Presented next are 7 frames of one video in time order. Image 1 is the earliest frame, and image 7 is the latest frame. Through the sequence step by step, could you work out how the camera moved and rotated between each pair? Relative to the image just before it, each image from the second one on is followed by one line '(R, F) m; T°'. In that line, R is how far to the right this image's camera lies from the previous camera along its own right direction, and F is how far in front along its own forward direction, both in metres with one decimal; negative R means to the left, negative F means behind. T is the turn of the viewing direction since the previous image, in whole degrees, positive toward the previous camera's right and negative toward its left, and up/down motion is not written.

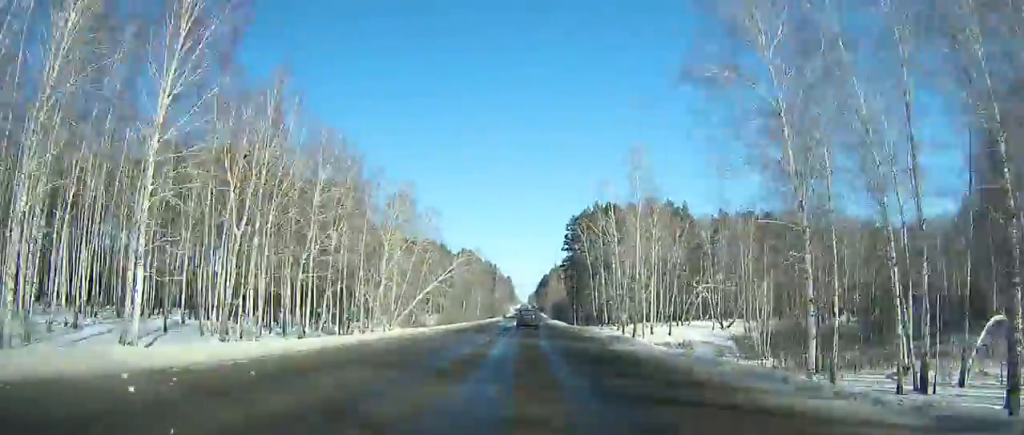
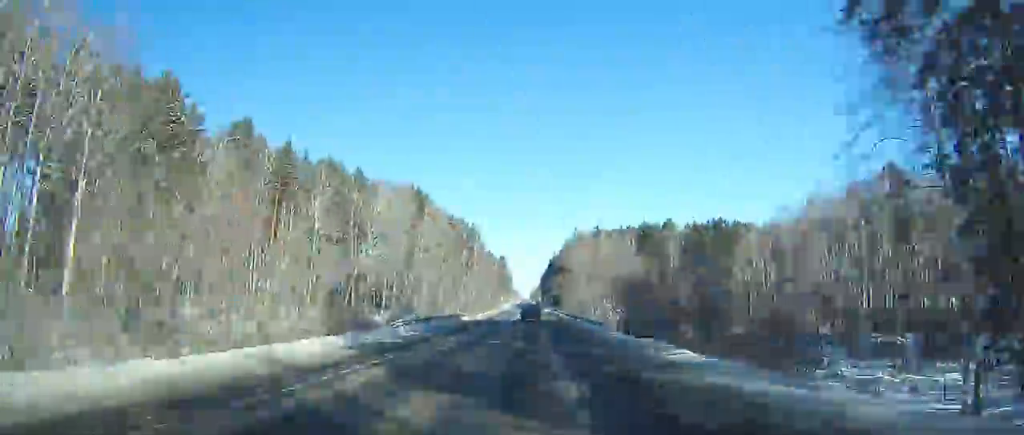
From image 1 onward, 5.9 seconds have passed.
(+0.7, +123.0) m; -2°
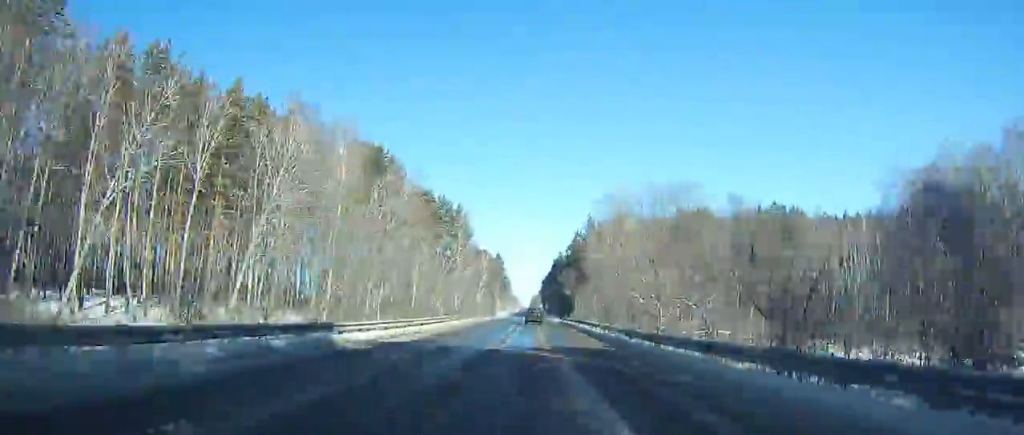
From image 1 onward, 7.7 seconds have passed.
(-1.9, +37.1) m; +5°
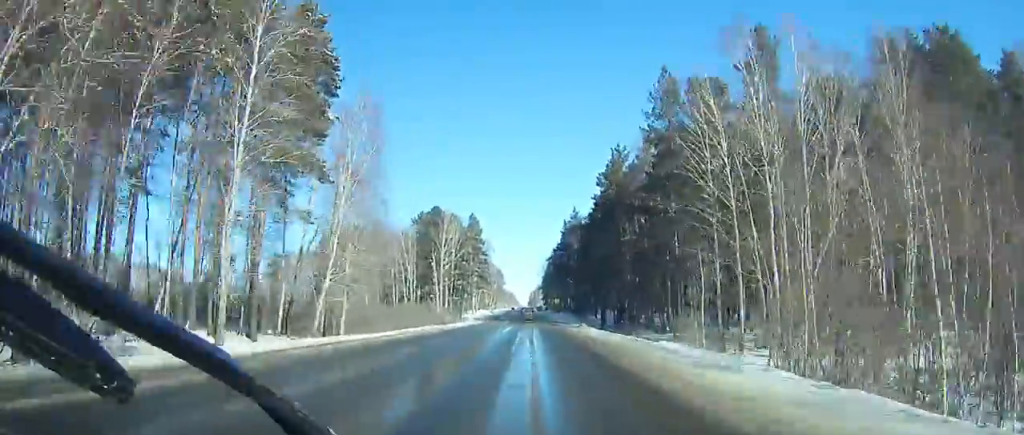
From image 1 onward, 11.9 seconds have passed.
(+13.9, +85.9) m; +2°
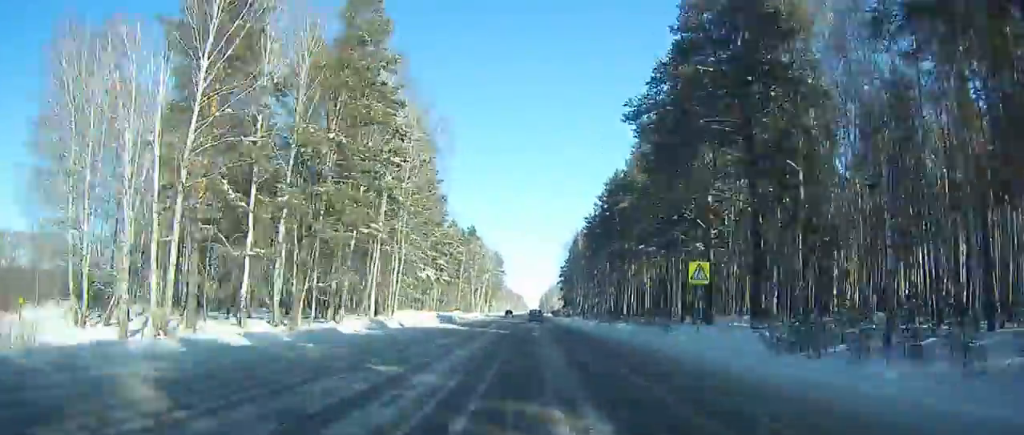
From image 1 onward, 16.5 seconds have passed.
(-19.8, +102.9) m; -7°
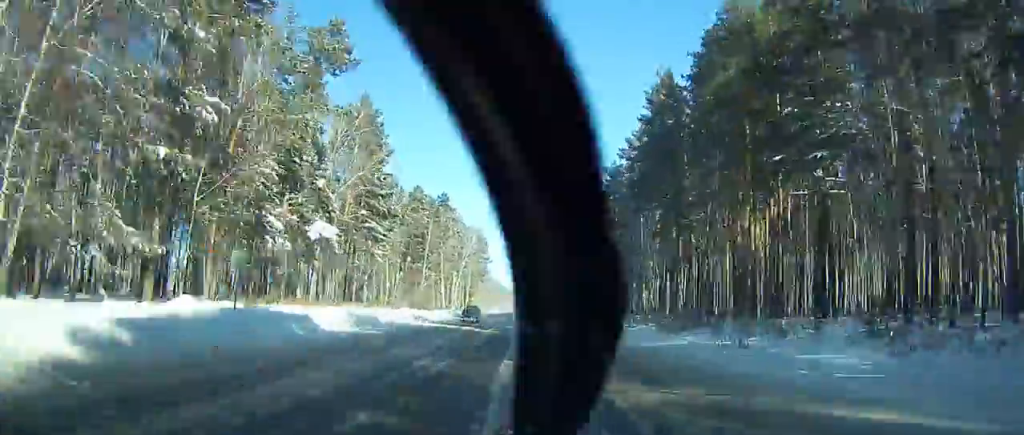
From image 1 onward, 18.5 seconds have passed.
(+1.7, +45.2) m; +3°
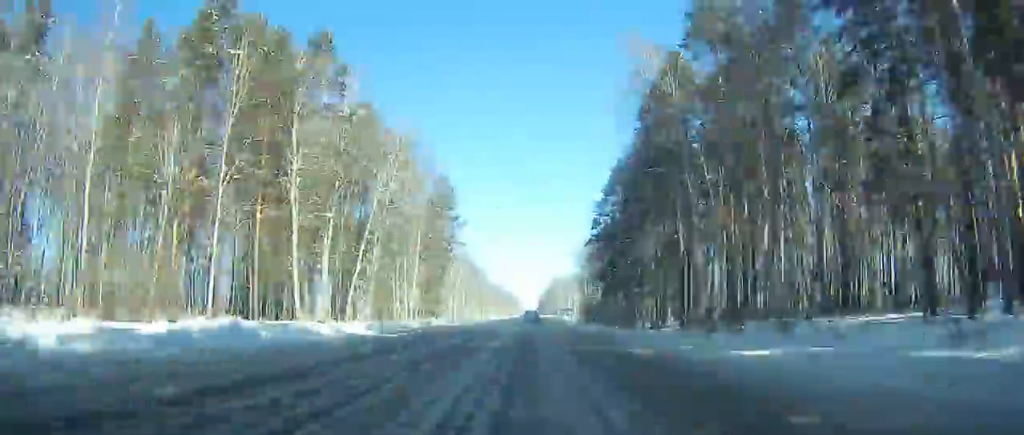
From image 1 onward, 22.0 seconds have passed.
(+1.0, +77.1) m; +1°
